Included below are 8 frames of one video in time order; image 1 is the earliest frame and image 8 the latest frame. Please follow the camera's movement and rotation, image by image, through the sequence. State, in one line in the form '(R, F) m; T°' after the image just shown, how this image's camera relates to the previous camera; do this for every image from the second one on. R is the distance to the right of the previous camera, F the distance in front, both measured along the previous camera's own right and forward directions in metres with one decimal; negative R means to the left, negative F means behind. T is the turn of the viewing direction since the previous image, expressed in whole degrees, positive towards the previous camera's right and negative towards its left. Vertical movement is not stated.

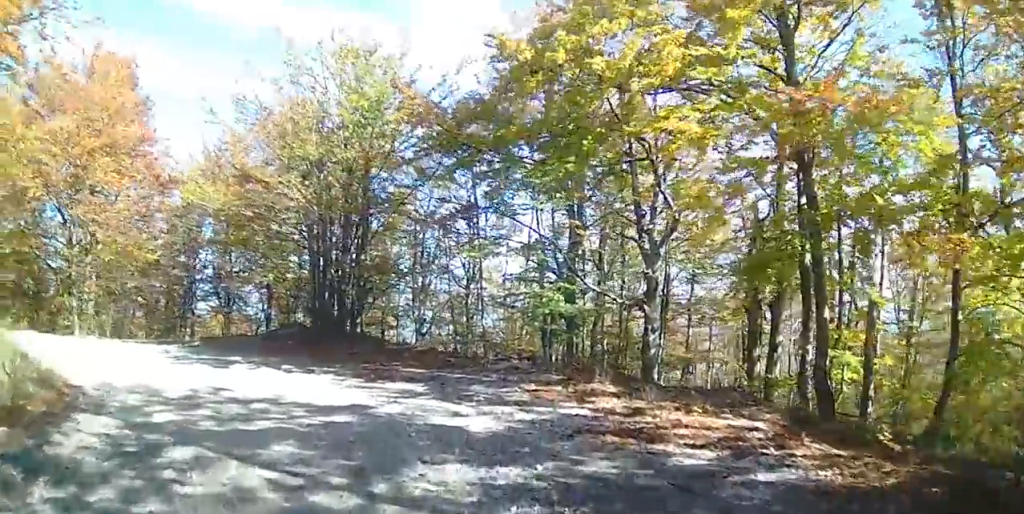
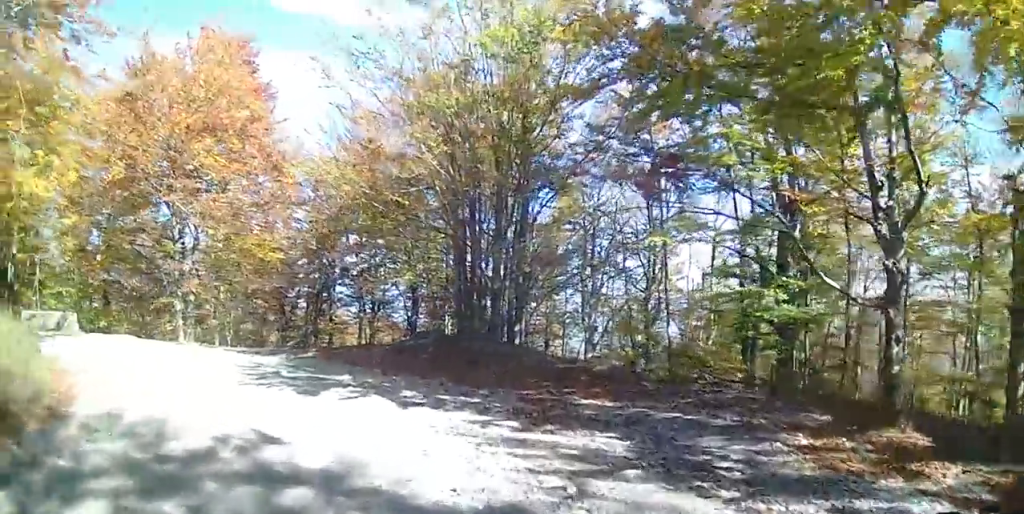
(-0.7, +4.2) m; -28°
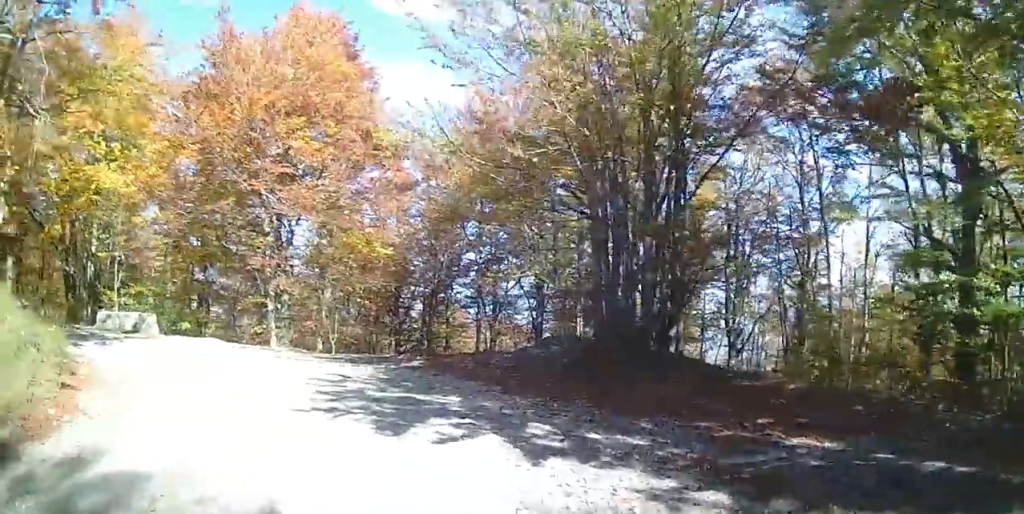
(-0.9, +2.6) m; -17°
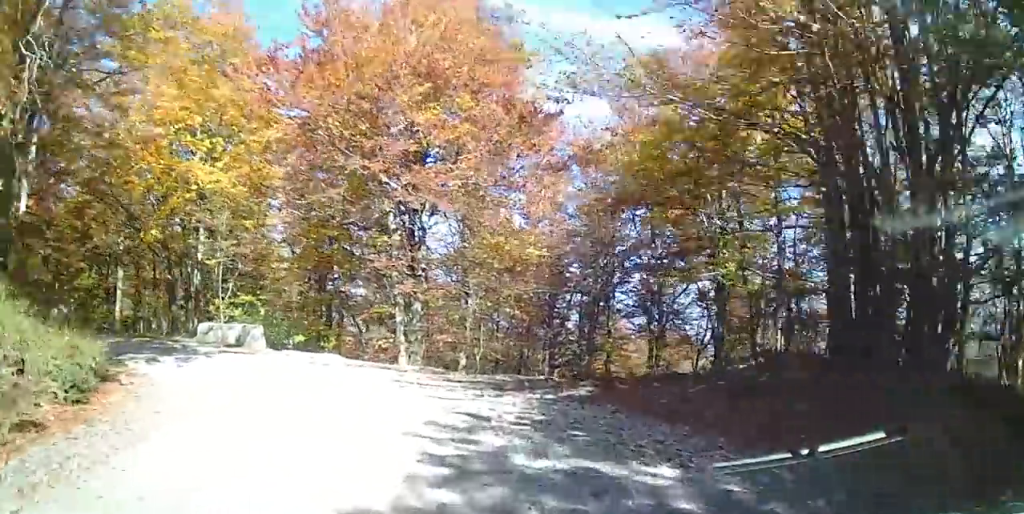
(-0.5, +3.8) m; -8°
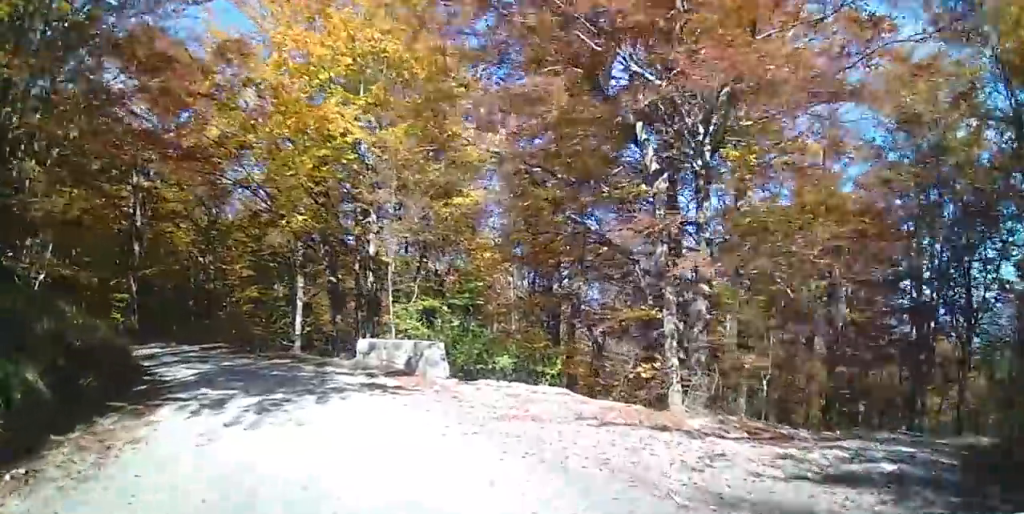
(-0.2, +7.3) m; -2°
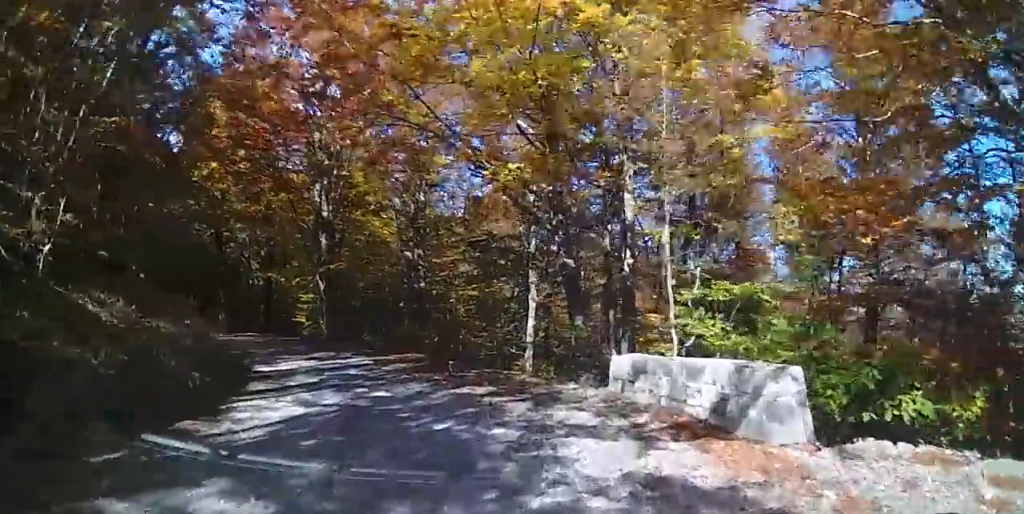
(0.0, +6.7) m; -8°
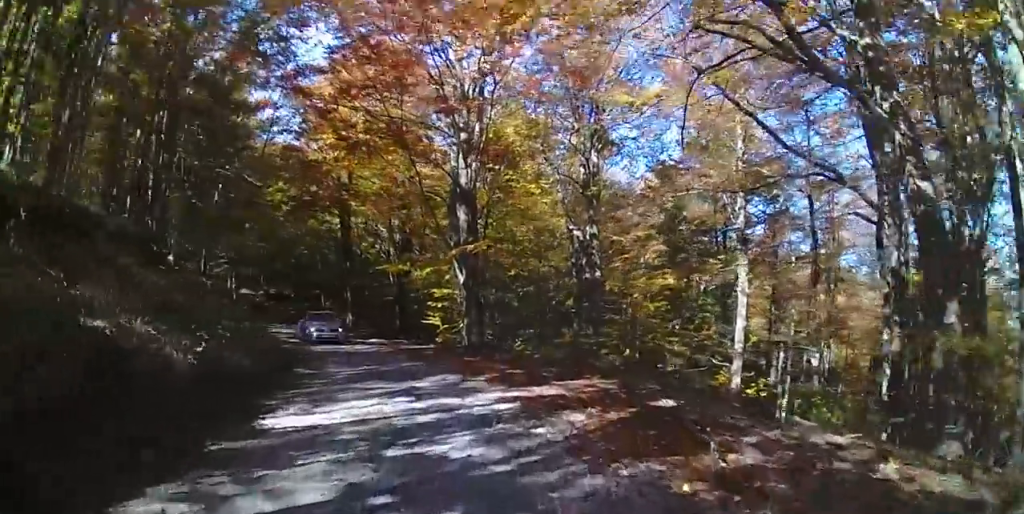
(-1.7, +6.3) m; -29°
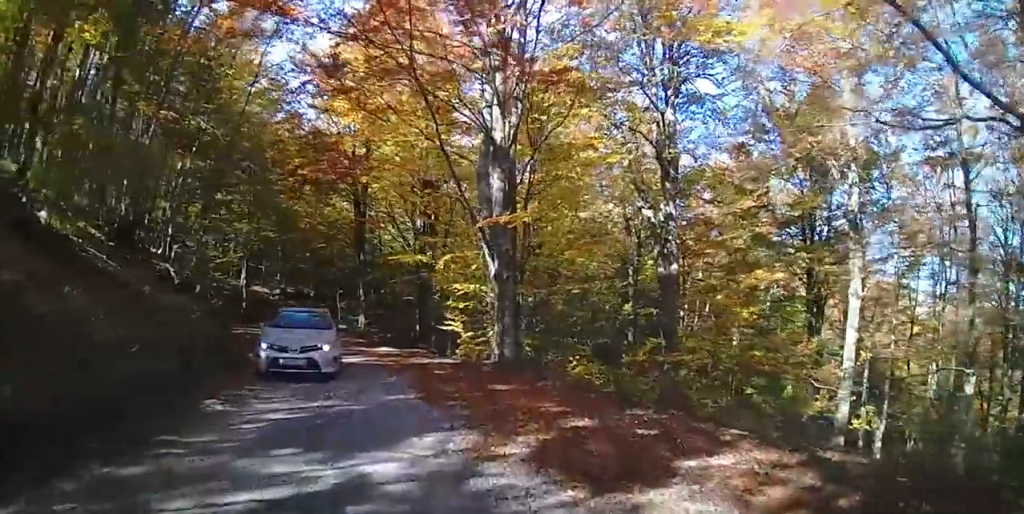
(-0.6, +5.7) m; -5°
